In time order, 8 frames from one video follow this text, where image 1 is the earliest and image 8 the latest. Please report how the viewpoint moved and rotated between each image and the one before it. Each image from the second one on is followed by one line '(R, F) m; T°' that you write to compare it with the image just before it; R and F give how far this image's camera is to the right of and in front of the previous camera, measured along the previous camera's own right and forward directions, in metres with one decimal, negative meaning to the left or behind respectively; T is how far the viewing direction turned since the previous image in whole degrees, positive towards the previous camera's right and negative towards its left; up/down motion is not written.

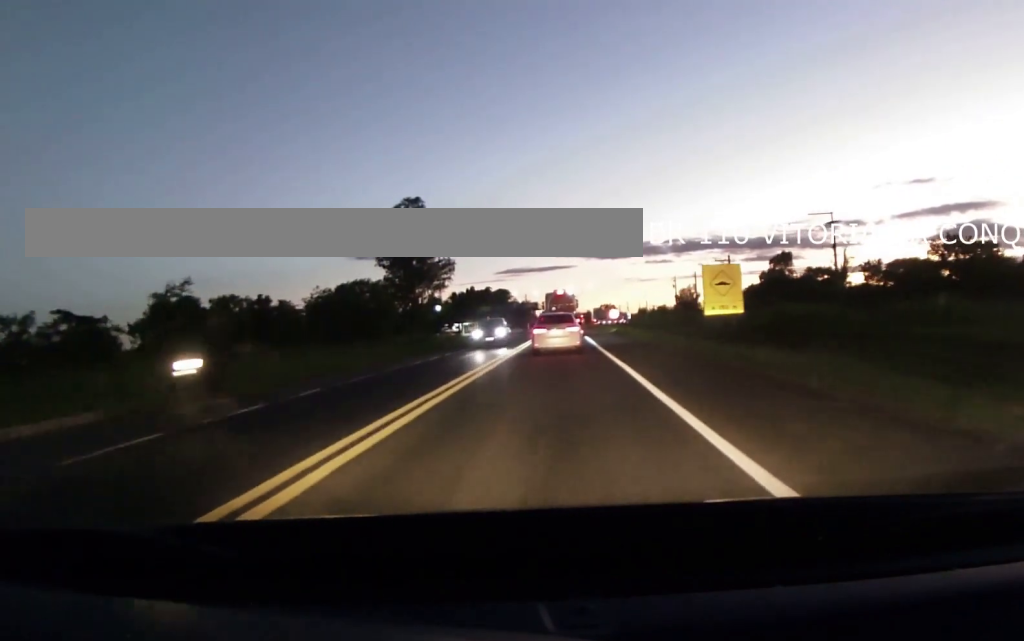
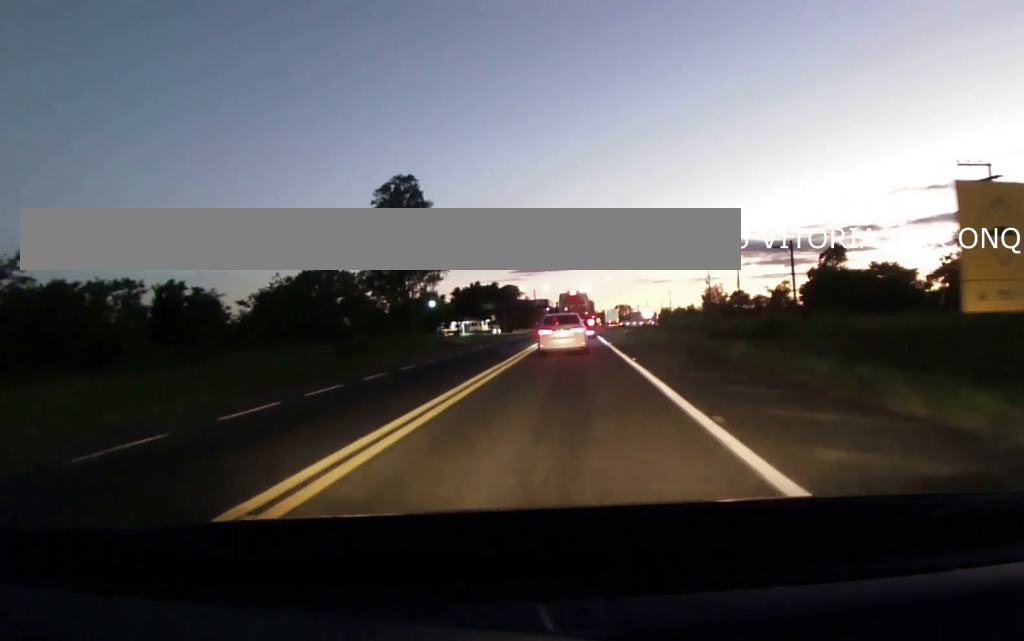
(0.0, +26.4) m; -1°
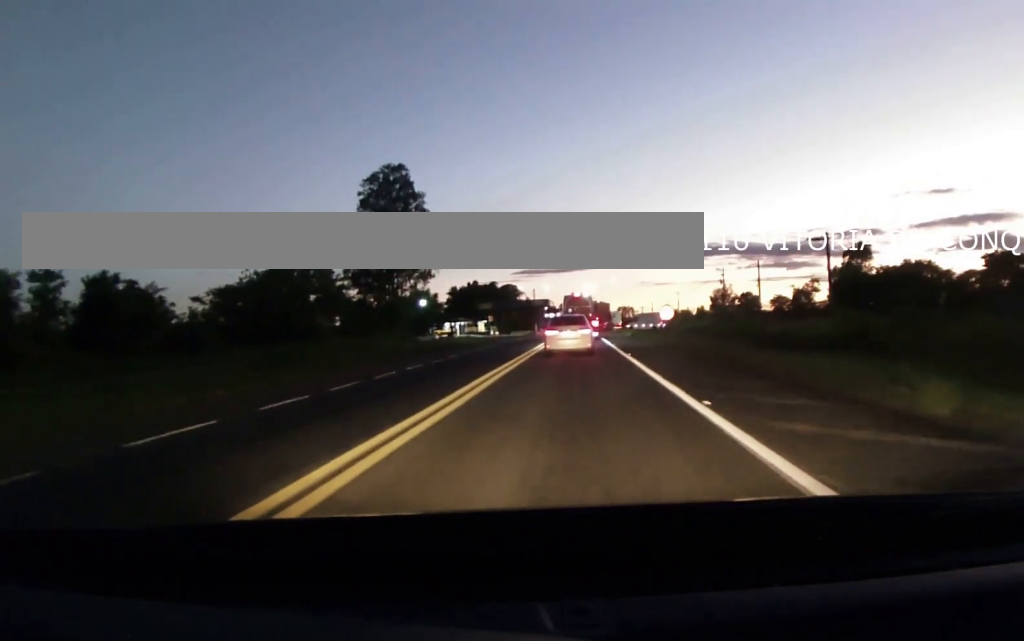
(-0.3, +12.2) m; 0°
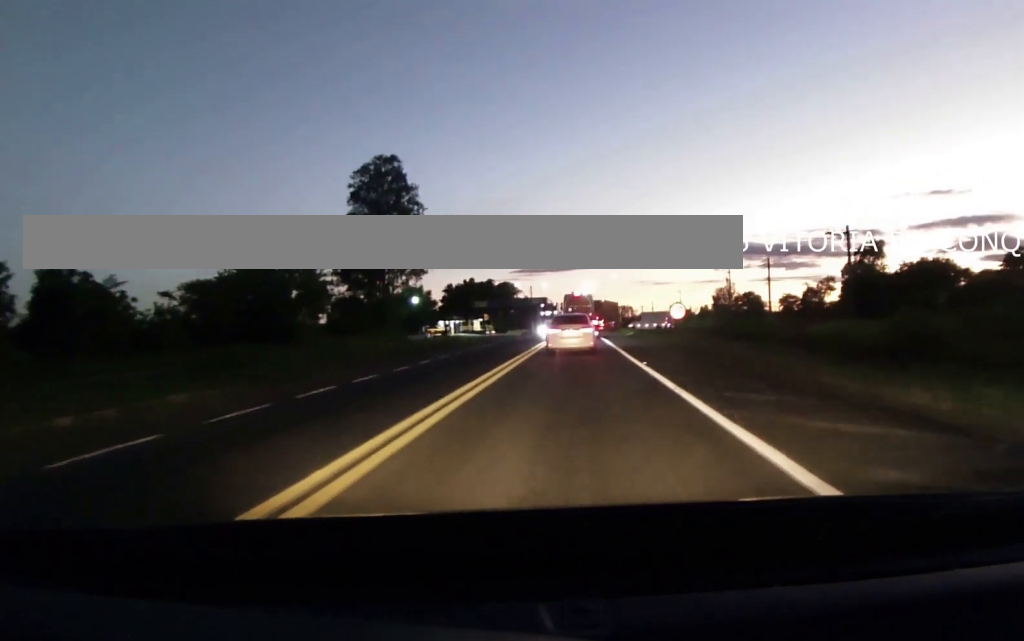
(+0.1, +6.2) m; 0°
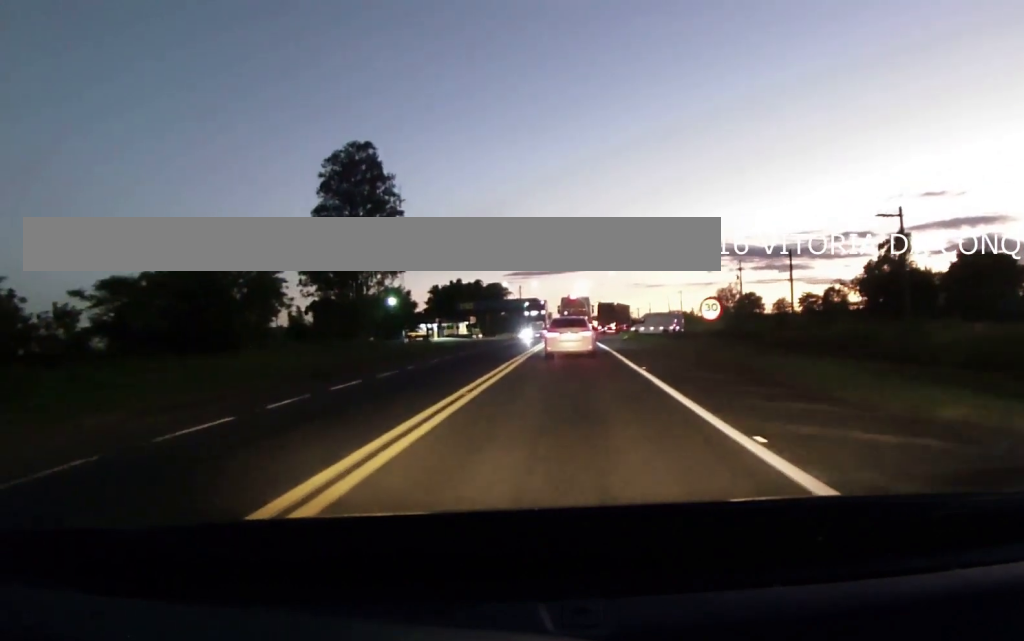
(-0.1, +13.7) m; +2°
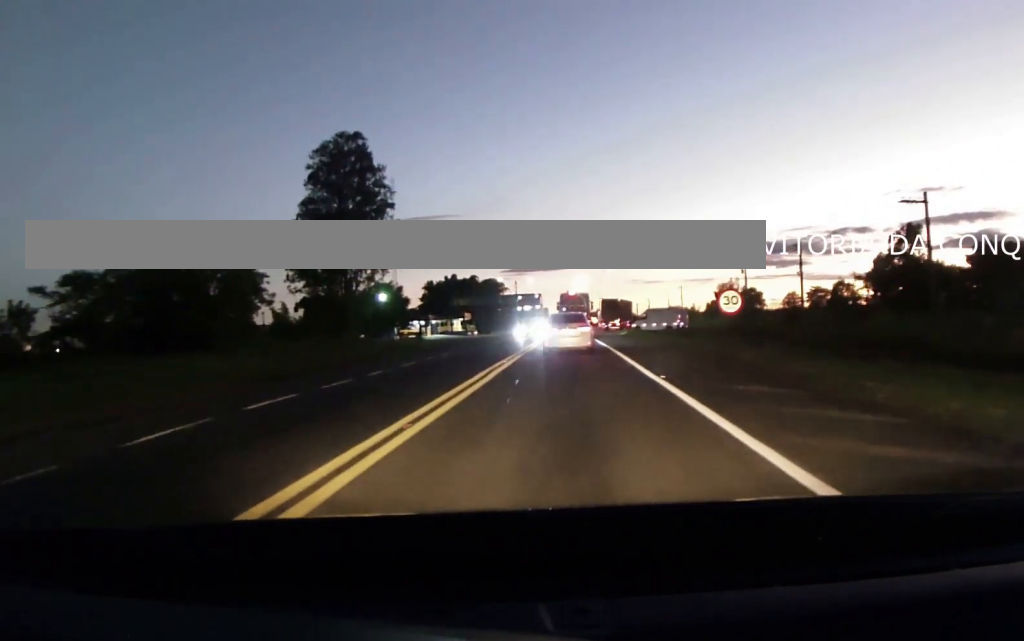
(0.0, +4.8) m; +1°
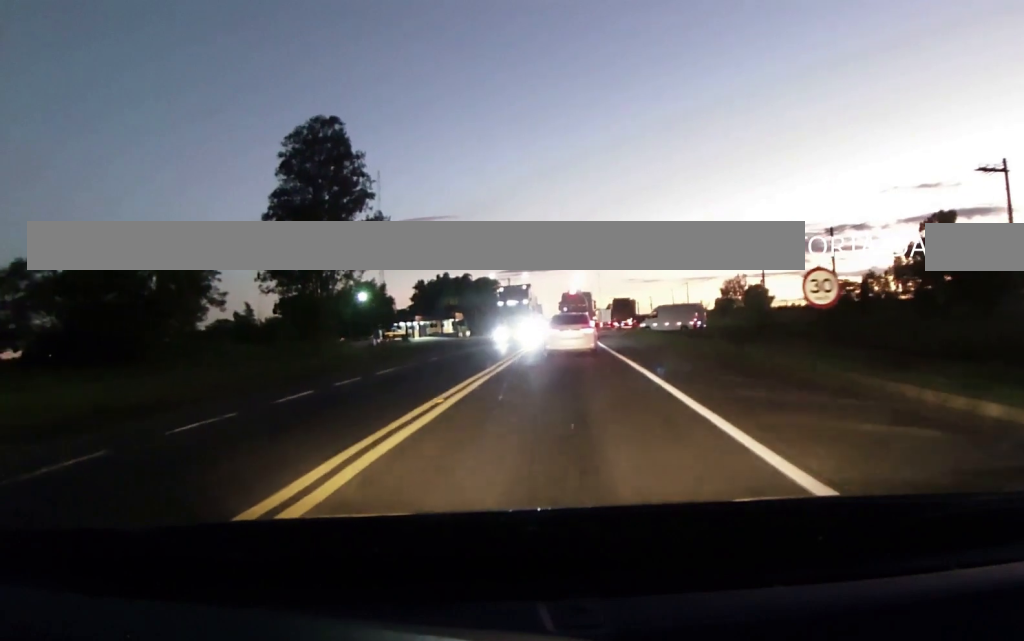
(+0.5, +11.3) m; +1°
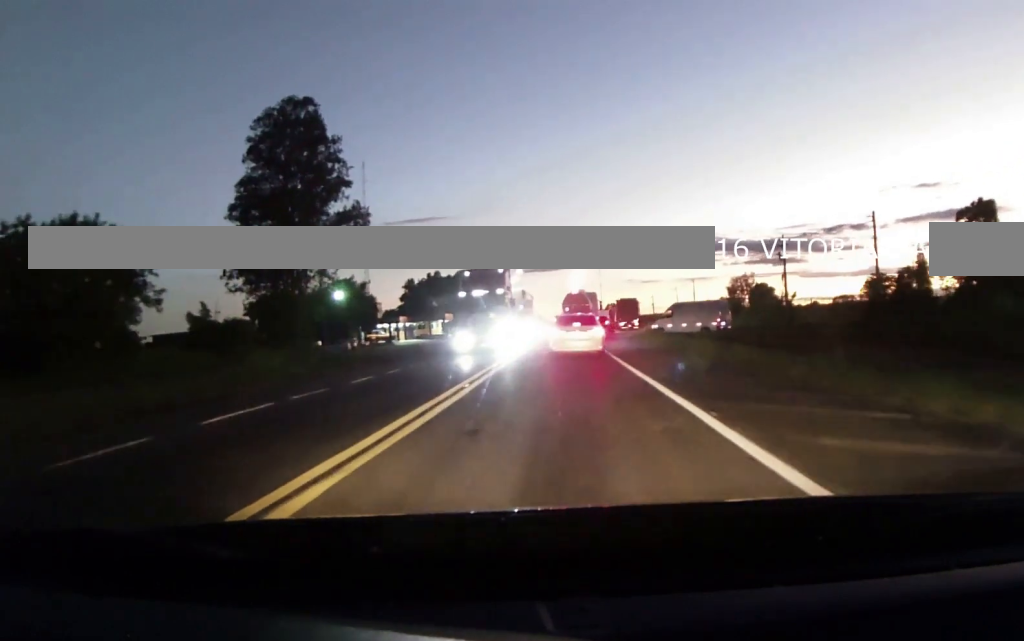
(-0.3, +11.4) m; -3°
